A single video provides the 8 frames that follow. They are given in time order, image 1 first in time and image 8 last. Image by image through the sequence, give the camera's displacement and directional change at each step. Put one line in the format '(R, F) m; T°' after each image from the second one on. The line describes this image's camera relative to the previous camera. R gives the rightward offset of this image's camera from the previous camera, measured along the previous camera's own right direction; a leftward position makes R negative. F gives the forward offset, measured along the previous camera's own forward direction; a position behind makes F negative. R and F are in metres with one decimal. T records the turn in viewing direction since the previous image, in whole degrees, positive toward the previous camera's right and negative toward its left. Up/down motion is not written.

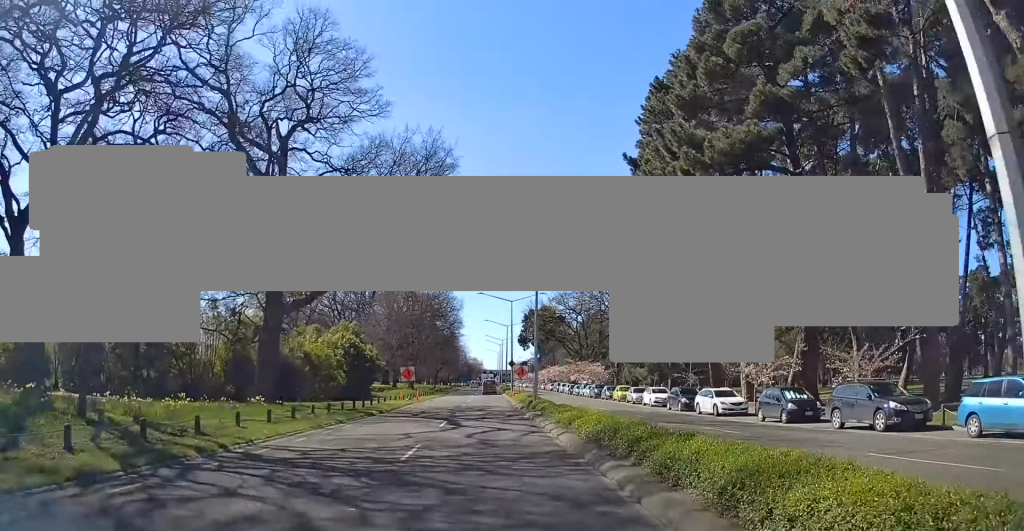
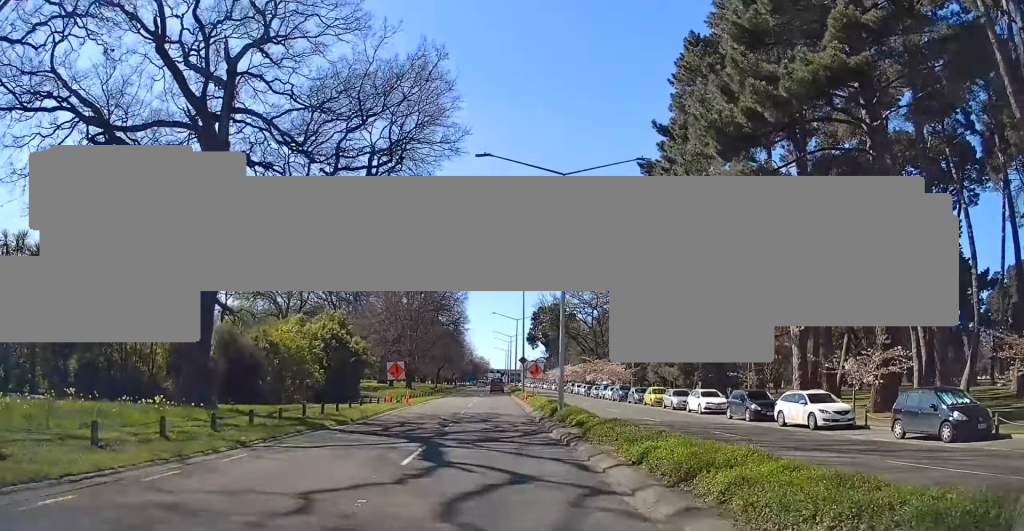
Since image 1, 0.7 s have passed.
(-0.3, +10.3) m; -1°
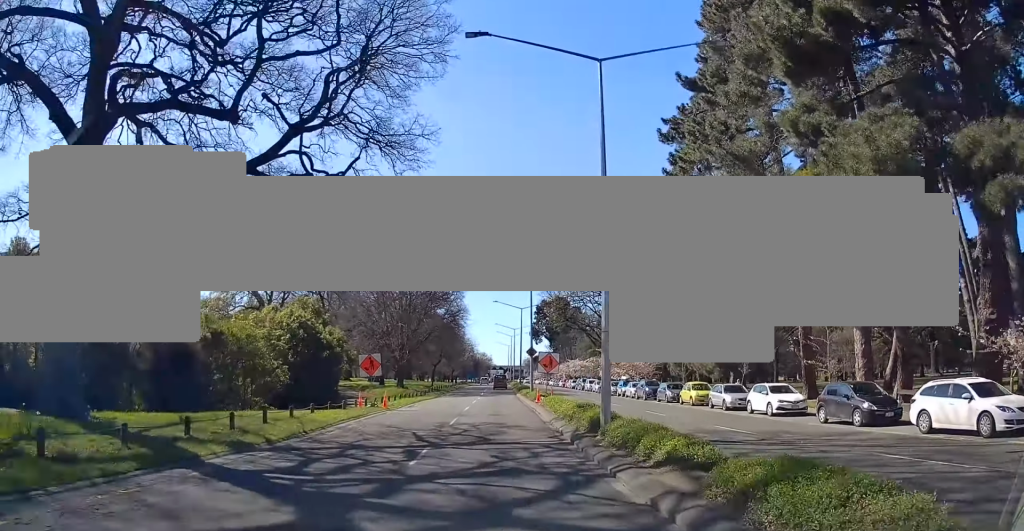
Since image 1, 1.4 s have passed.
(0.0, +9.8) m; 0°
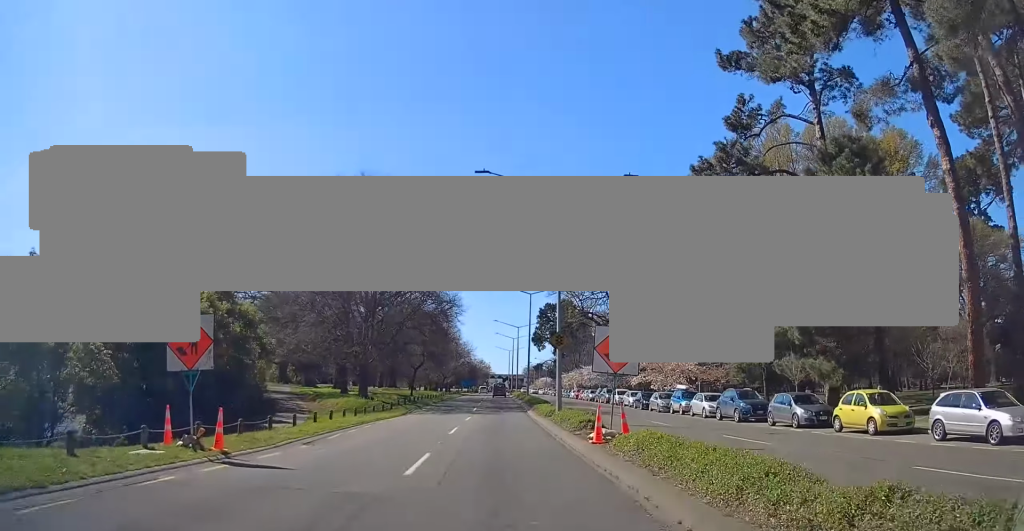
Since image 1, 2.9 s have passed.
(0.0, +20.5) m; -1°
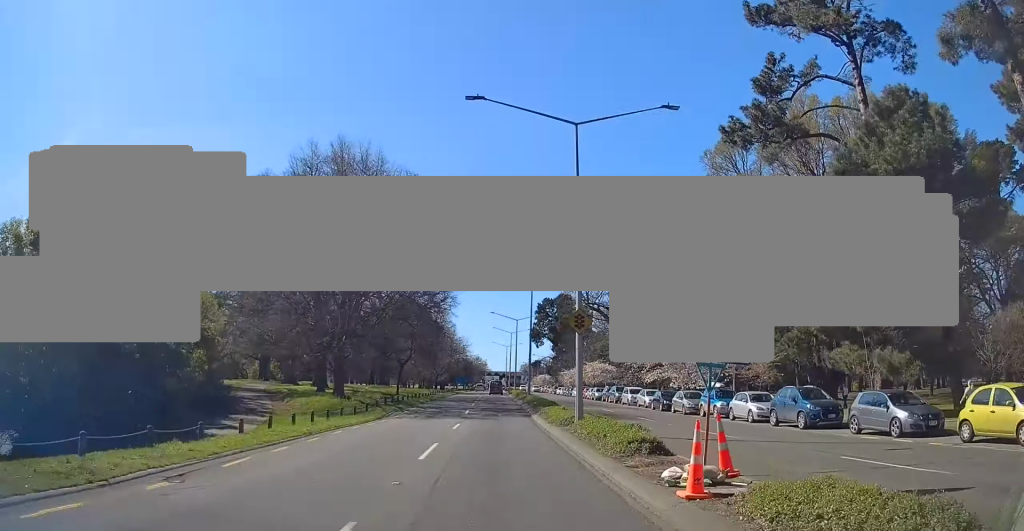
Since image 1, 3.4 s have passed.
(-0.2, +7.5) m; 0°
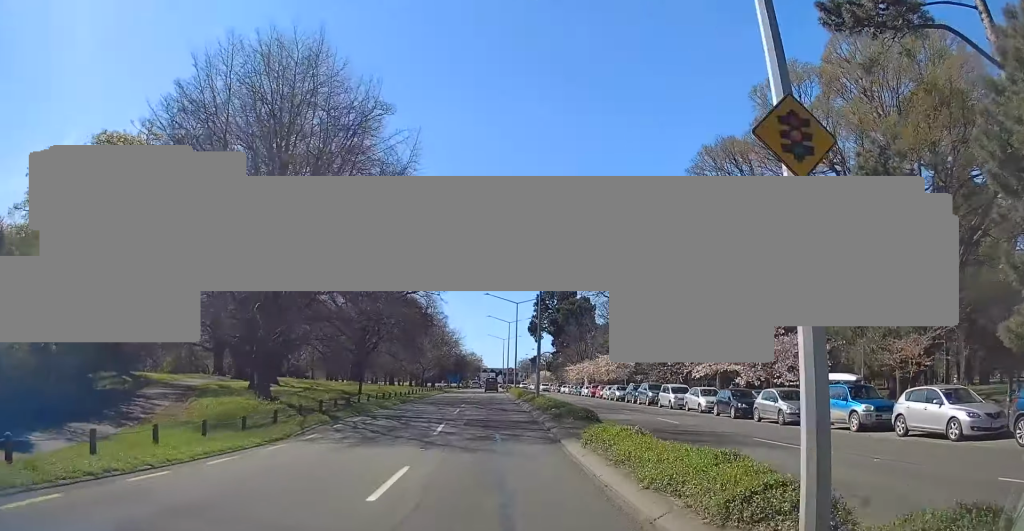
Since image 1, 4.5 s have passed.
(0.0, +15.1) m; 0°
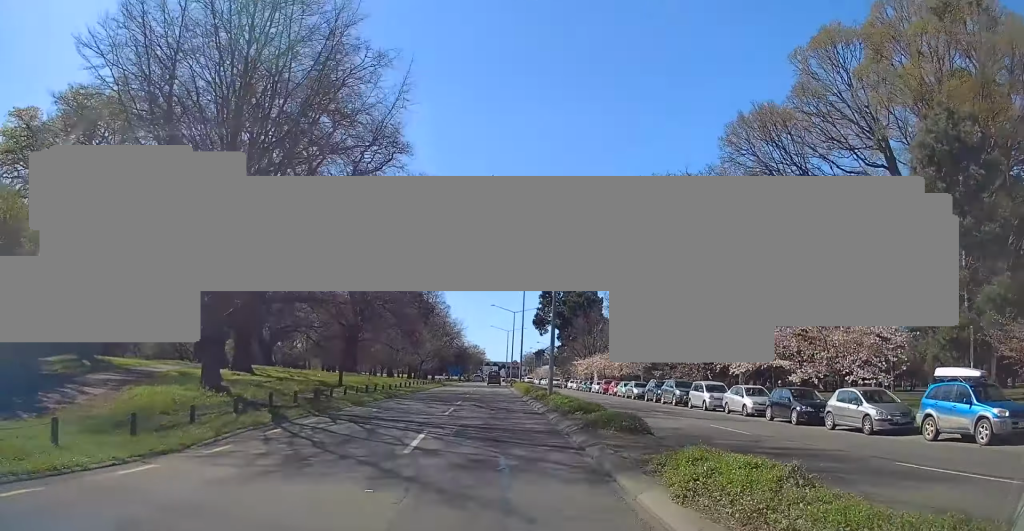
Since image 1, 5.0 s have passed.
(+0.2, +6.7) m; 0°
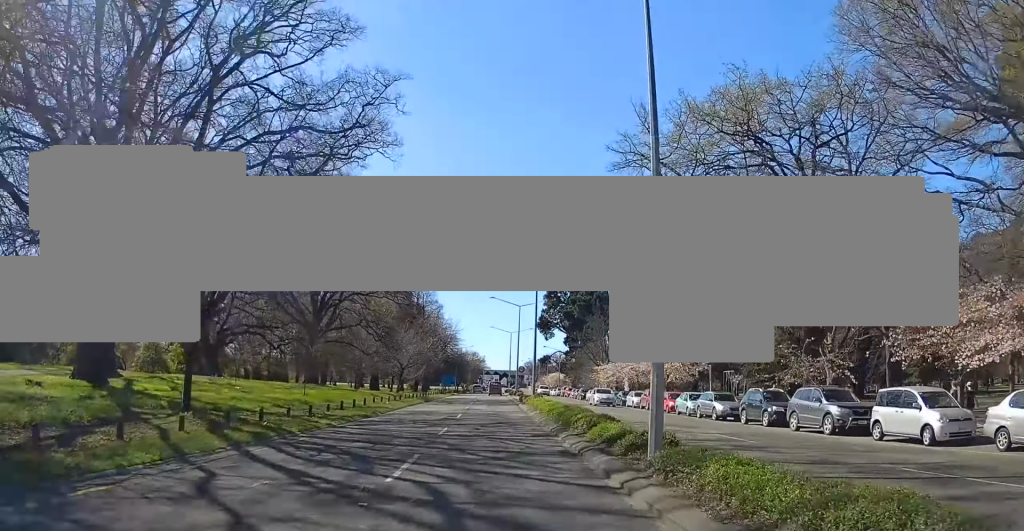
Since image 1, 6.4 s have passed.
(-0.2, +20.2) m; +2°
